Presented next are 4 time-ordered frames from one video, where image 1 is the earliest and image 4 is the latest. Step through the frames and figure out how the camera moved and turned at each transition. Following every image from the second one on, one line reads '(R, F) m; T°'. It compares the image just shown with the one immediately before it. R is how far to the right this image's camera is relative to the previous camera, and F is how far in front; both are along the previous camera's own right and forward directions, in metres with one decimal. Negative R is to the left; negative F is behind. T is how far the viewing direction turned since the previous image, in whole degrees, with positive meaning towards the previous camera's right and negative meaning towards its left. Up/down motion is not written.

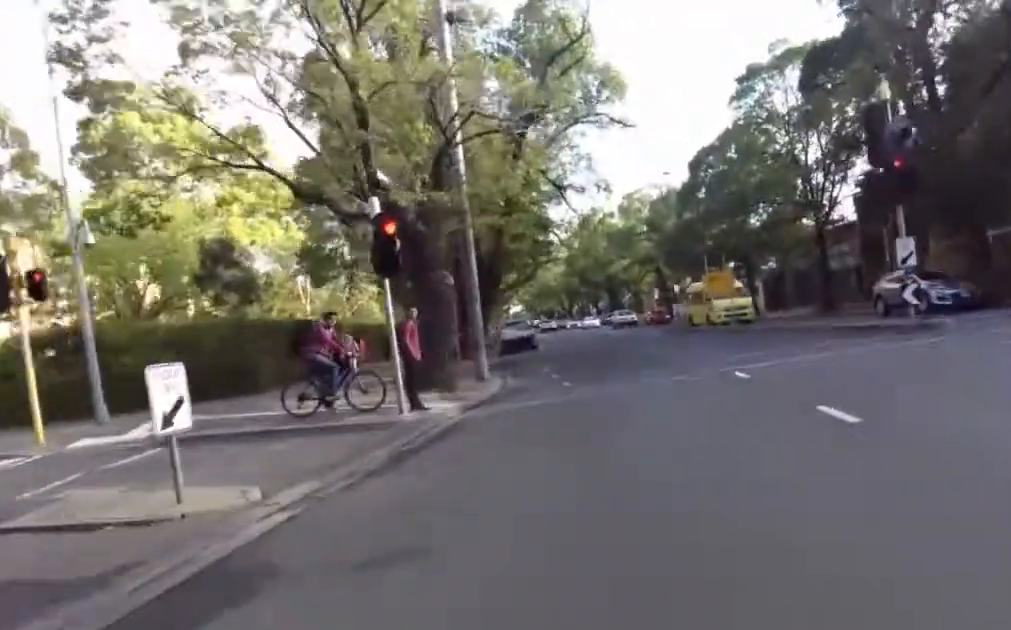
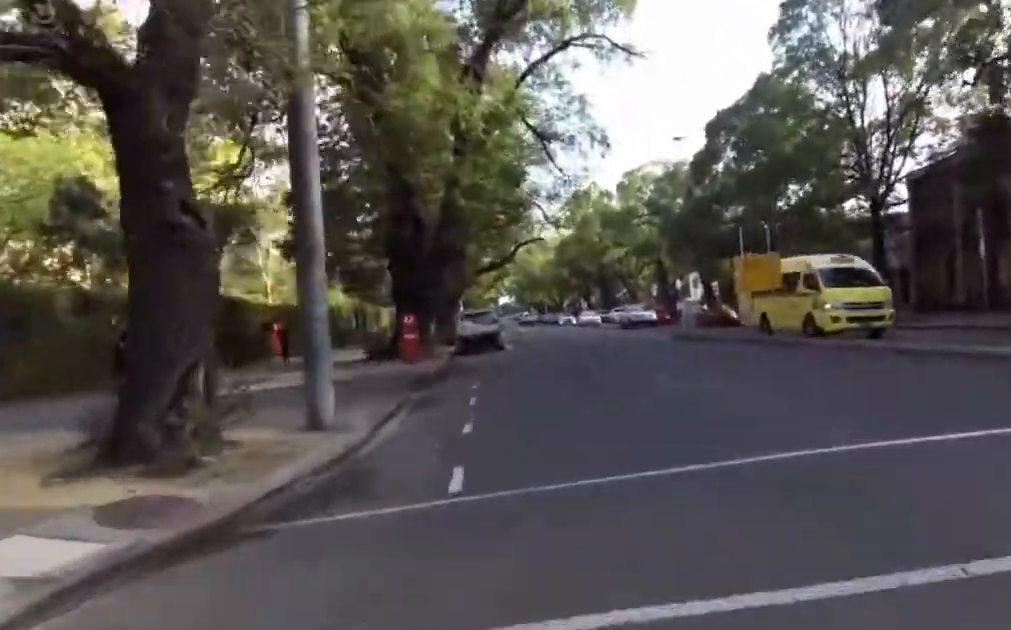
(-1.0, +5.8) m; -11°
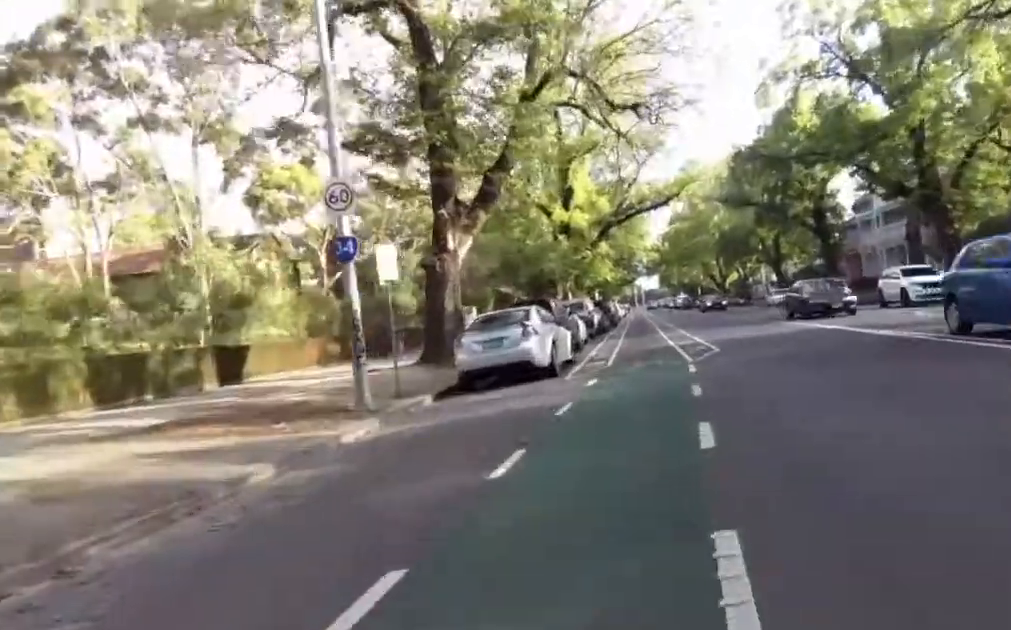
(+4.8, +34.9) m; +8°
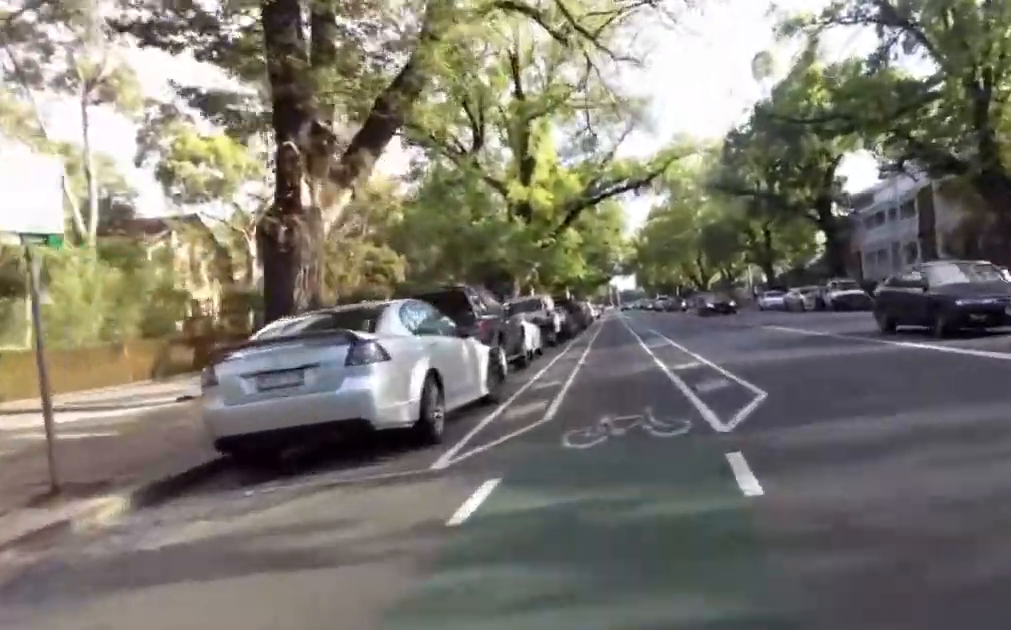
(-0.7, +6.6) m; -6°
